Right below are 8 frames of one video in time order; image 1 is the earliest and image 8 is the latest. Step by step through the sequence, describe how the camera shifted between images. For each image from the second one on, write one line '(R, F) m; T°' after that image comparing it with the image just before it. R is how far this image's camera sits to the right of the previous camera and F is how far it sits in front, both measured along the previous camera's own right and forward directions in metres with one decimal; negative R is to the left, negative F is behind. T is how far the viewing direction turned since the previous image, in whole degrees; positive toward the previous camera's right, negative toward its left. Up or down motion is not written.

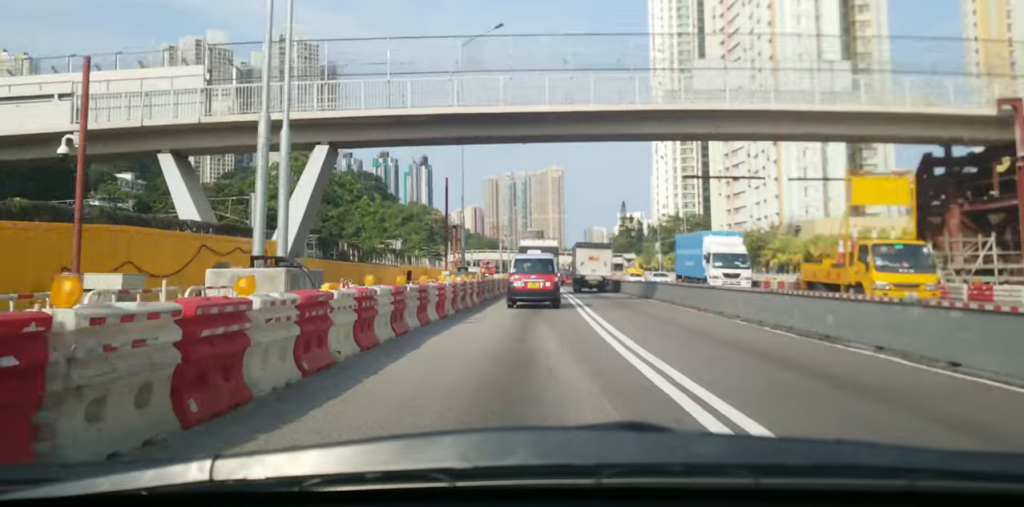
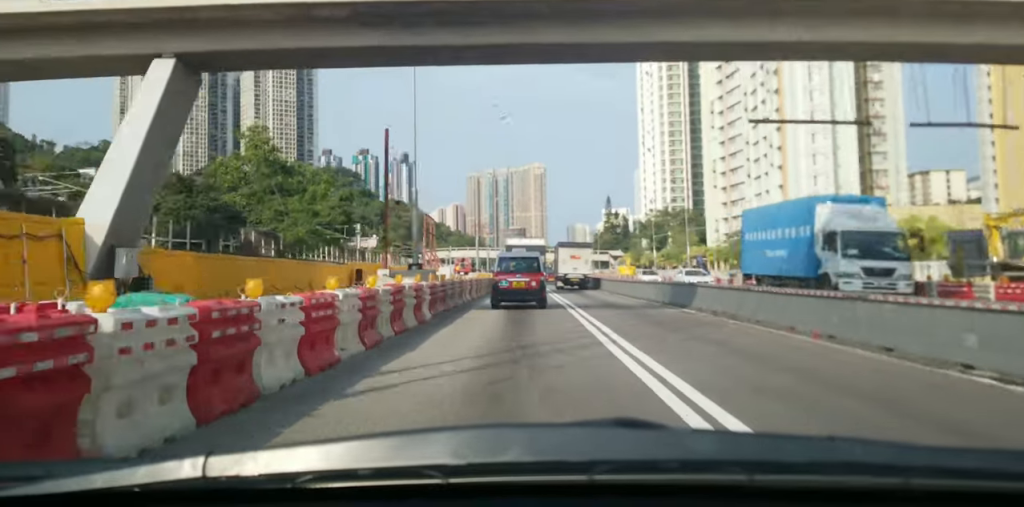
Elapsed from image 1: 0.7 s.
(-0.1, +10.5) m; +2°
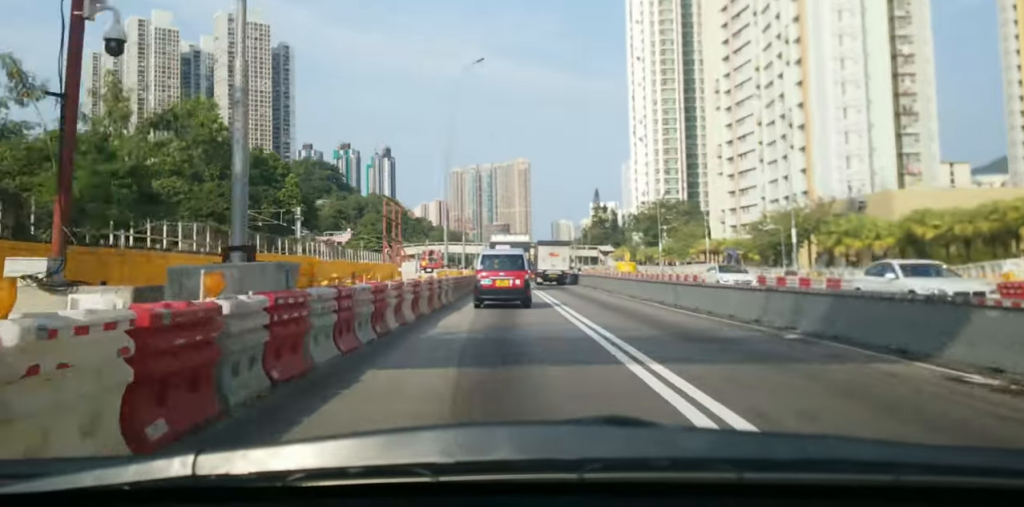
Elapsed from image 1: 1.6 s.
(+0.6, +14.3) m; +3°
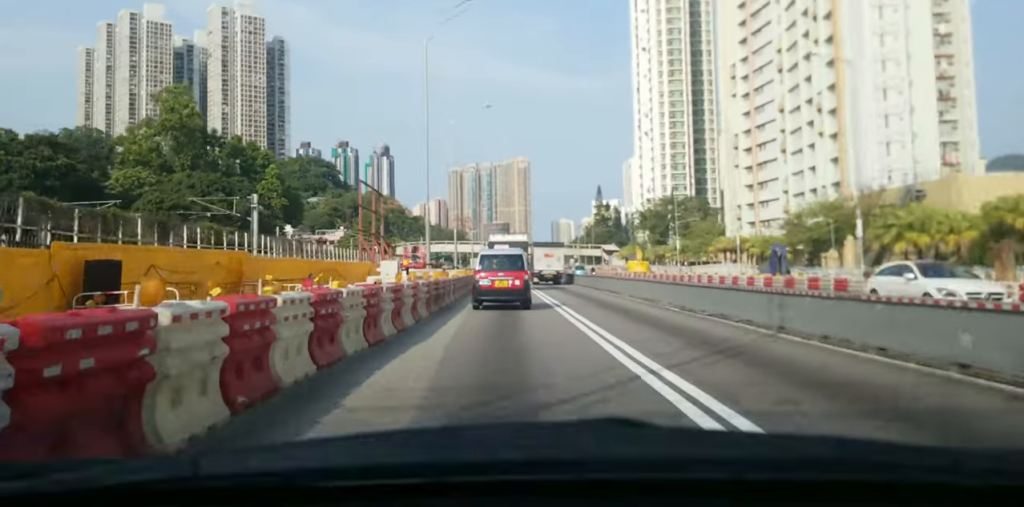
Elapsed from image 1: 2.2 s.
(+0.1, +9.4) m; +1°
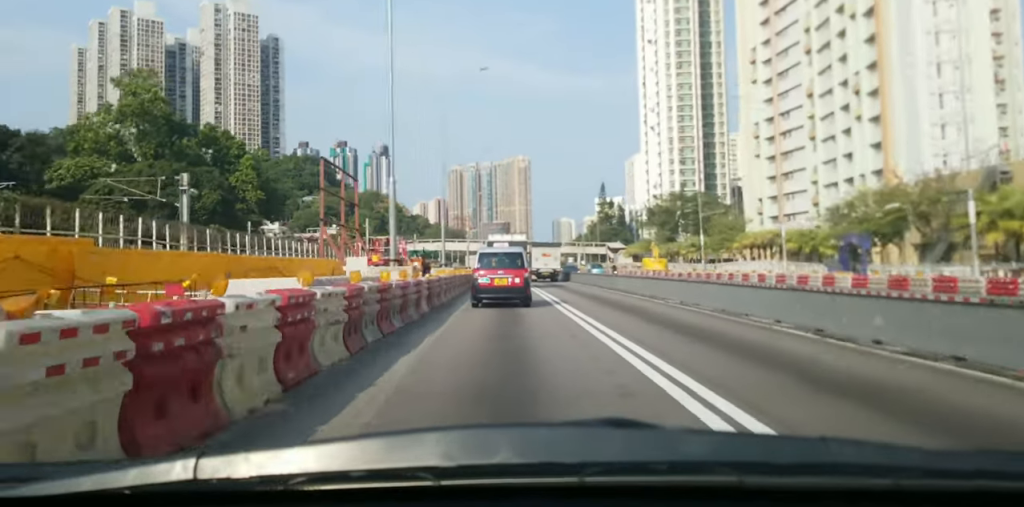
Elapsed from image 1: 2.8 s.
(0.0, +10.1) m; 0°
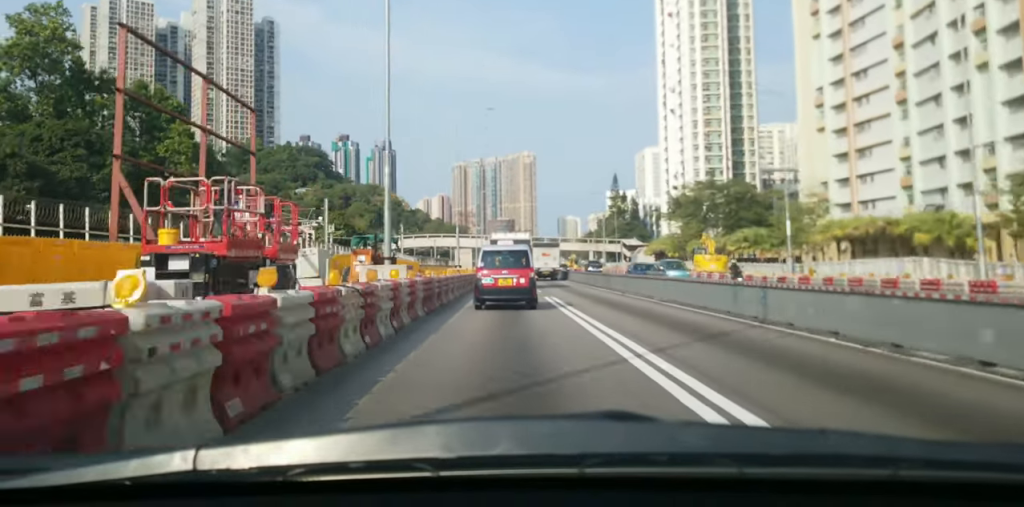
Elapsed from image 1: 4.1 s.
(-0.4, +20.4) m; -3°
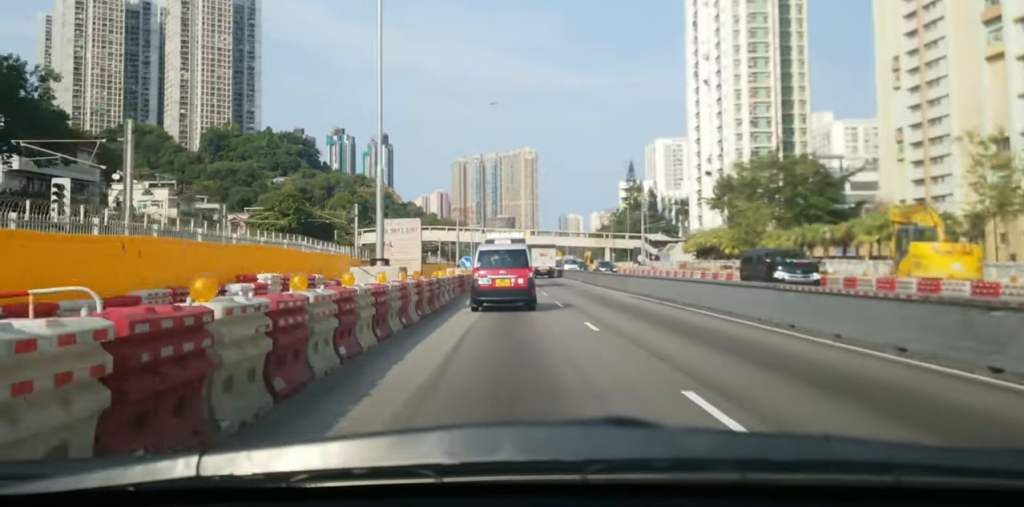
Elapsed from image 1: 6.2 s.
(-0.1, +32.9) m; +2°
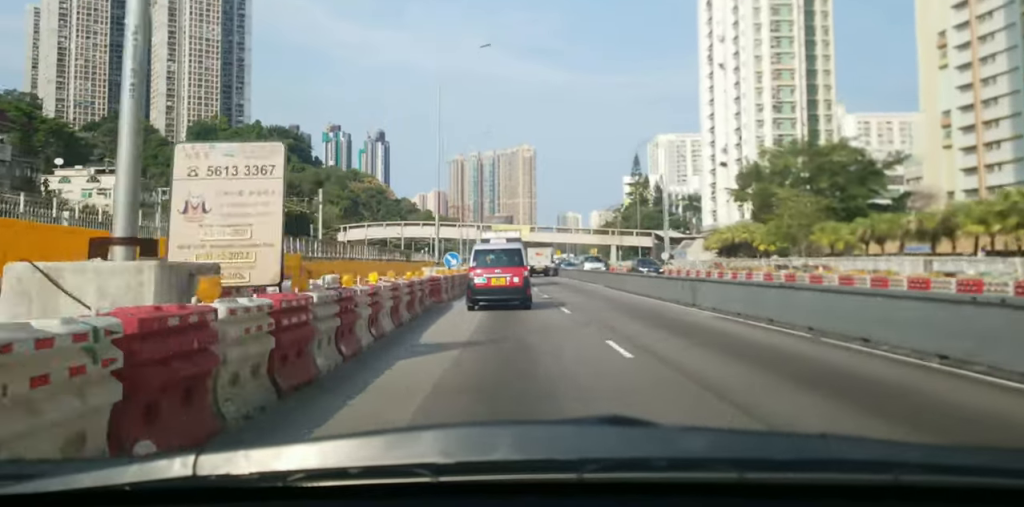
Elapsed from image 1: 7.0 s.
(+0.2, +14.2) m; +1°
